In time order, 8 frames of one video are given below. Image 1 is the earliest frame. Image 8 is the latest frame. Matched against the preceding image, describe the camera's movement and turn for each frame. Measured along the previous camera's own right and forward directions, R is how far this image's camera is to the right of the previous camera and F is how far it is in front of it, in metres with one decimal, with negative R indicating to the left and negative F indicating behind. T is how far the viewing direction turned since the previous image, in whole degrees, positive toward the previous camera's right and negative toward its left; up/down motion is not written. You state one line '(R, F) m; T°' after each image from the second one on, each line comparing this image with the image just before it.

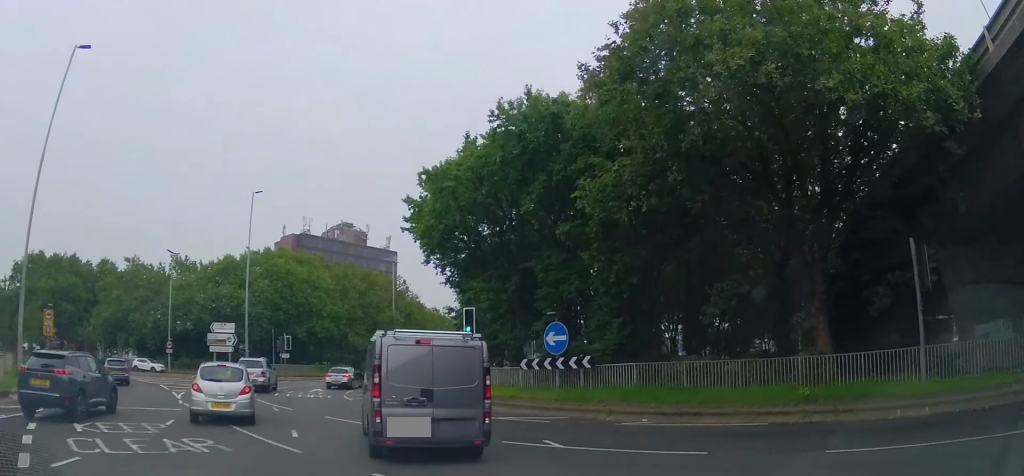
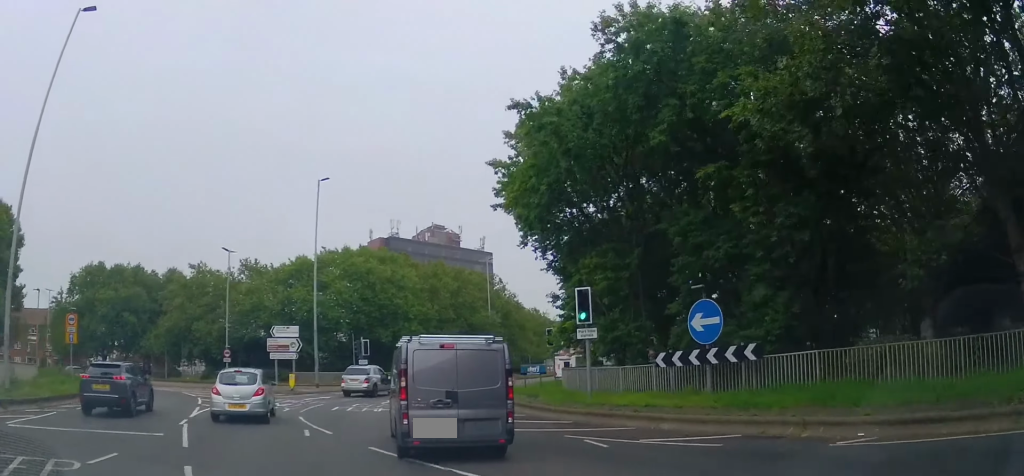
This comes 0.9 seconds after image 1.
(-0.7, +6.0) m; -10°
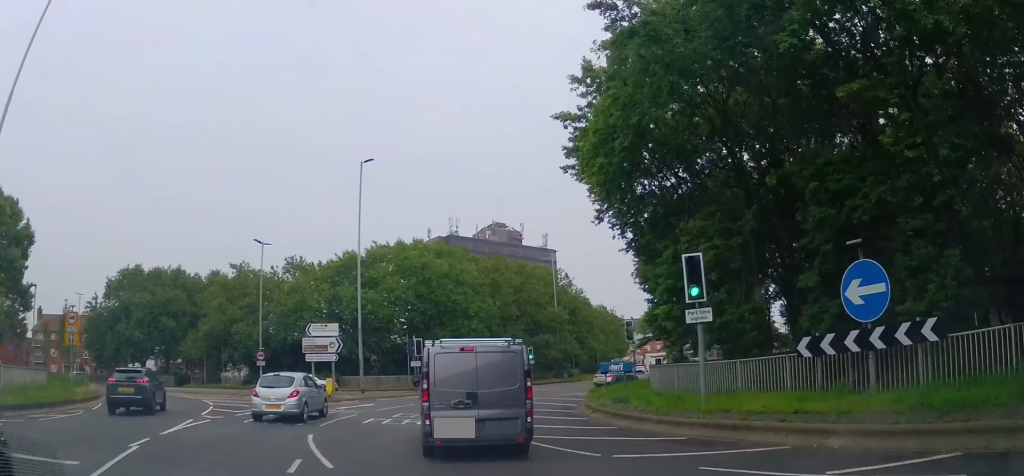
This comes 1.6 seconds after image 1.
(-0.2, +4.8) m; -3°
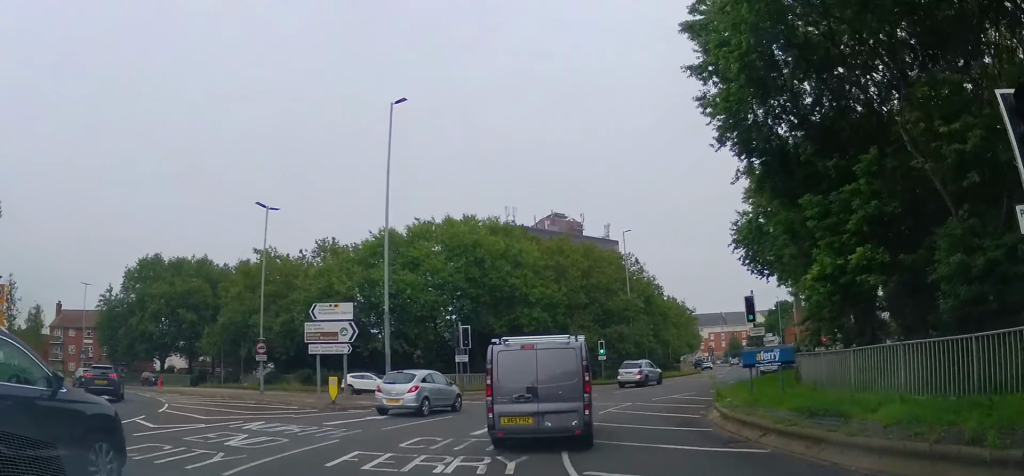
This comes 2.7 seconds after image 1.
(-0.2, +8.6) m; -6°
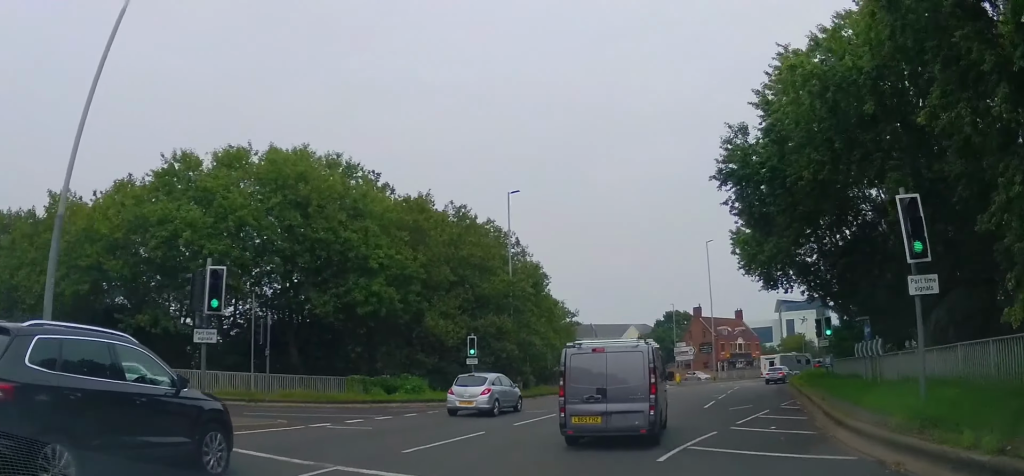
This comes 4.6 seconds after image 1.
(+0.1, +16.1) m; +11°
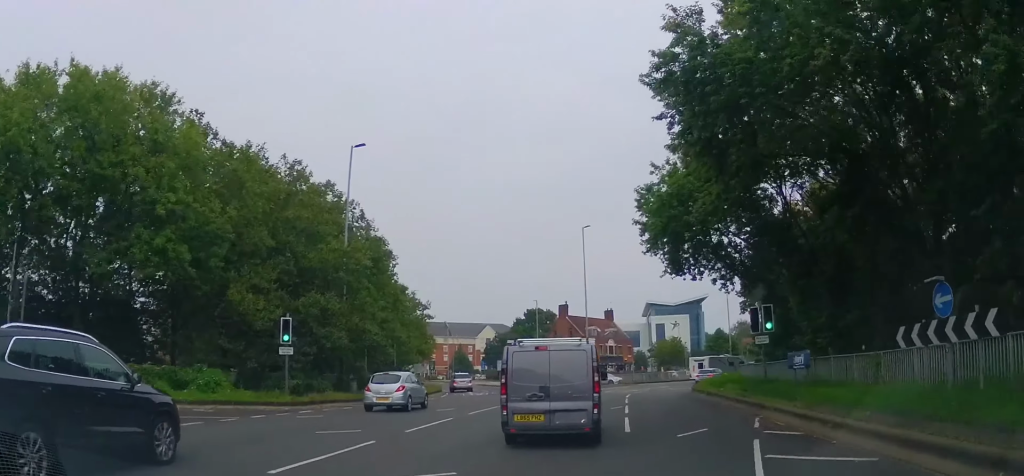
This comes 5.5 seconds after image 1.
(+1.1, +9.1) m; +12°
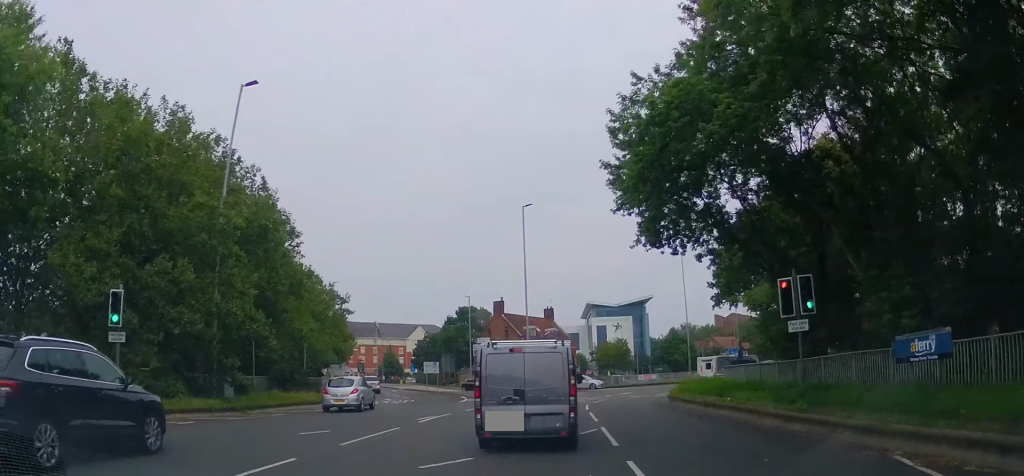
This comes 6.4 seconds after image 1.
(+0.9, +9.4) m; +9°
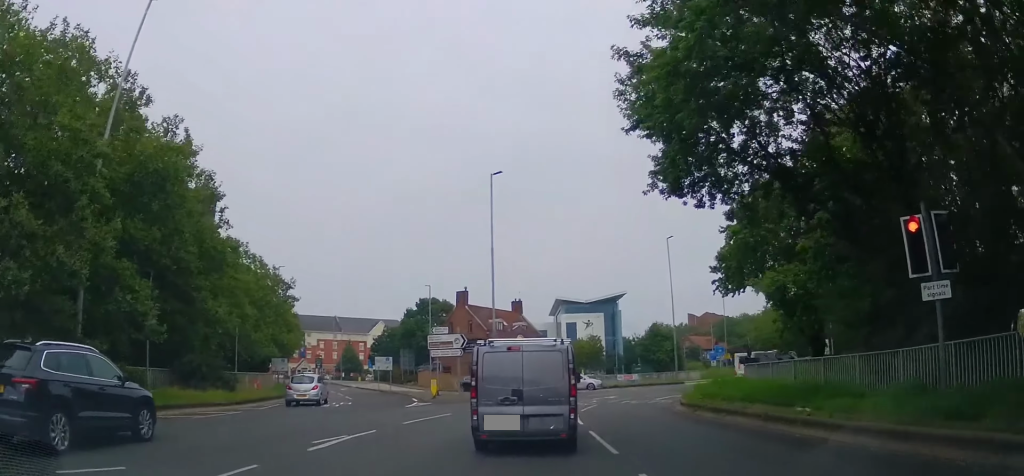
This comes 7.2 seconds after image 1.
(+0.6, +8.7) m; +5°
